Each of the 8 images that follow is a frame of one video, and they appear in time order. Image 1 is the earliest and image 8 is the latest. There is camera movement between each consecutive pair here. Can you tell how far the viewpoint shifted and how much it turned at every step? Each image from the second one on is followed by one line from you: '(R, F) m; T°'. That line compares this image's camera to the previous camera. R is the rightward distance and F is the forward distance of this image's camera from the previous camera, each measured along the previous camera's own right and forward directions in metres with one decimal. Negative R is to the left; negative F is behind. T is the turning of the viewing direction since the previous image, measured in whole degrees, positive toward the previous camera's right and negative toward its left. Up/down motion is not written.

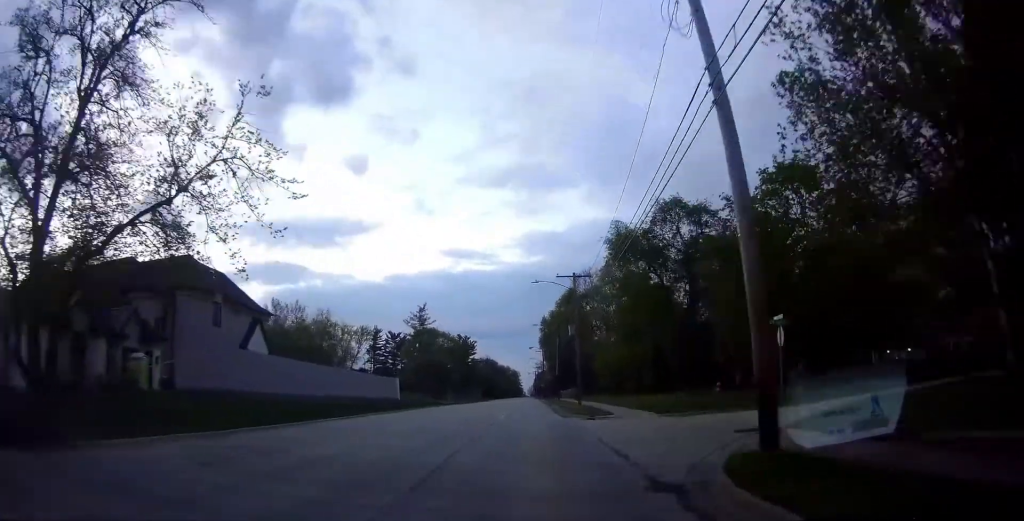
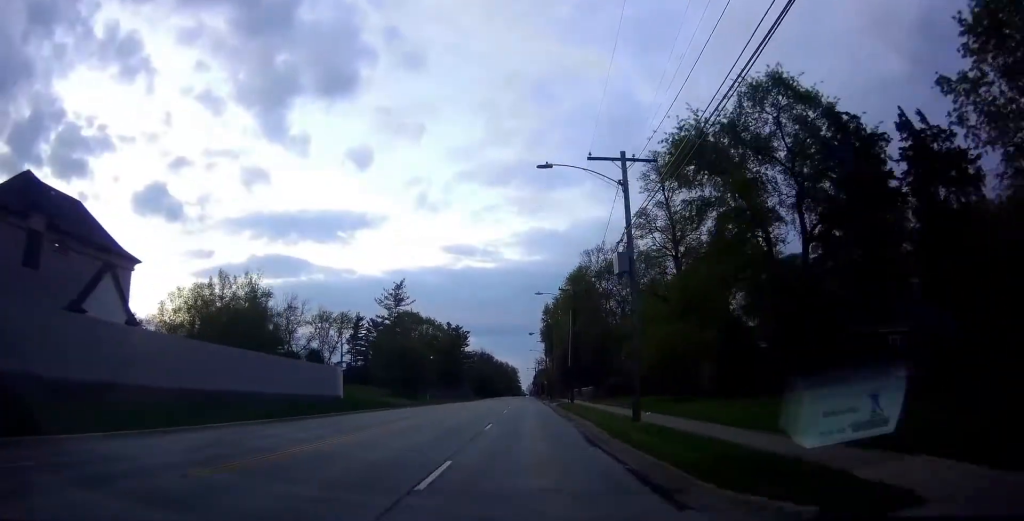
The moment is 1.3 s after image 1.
(0.0, +21.6) m; 0°
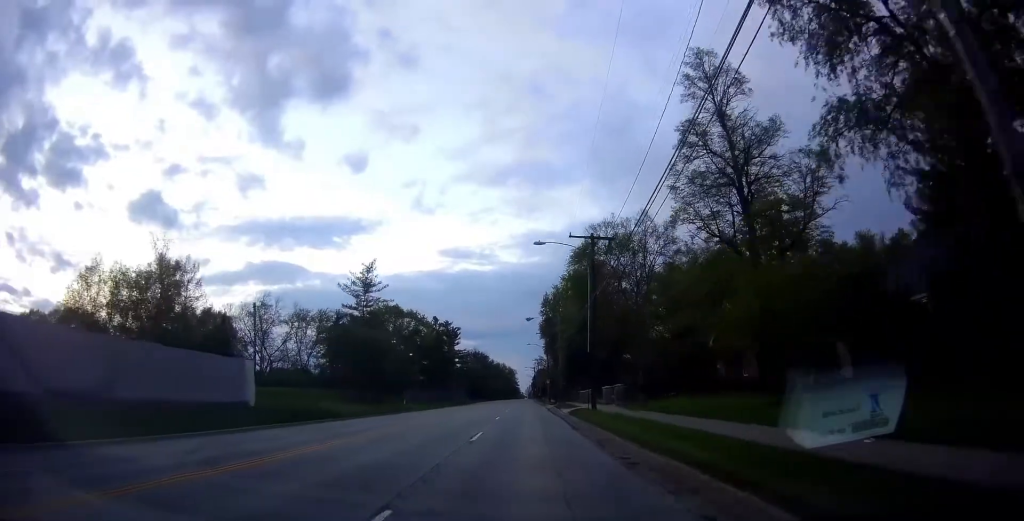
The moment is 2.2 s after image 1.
(0.0, +16.5) m; 0°
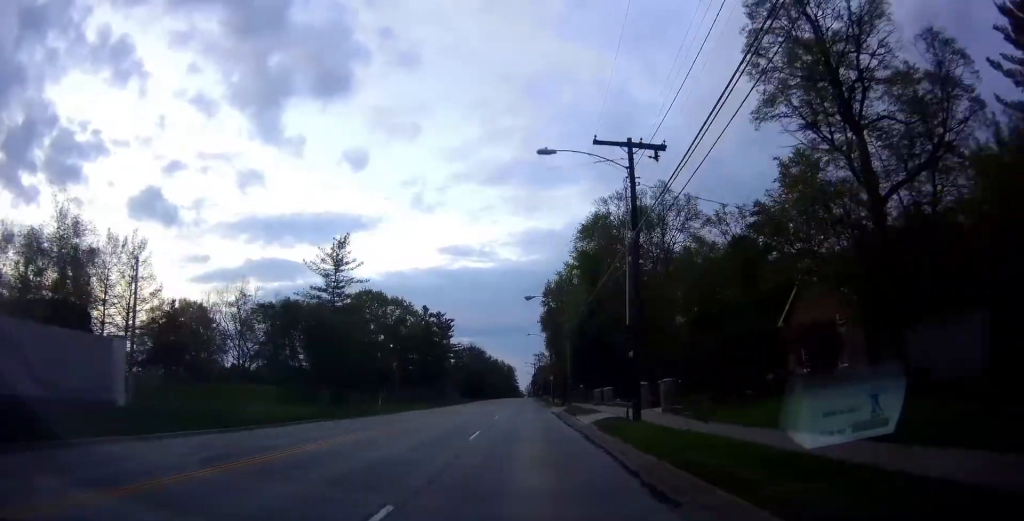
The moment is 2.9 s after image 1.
(0.0, +12.0) m; 0°
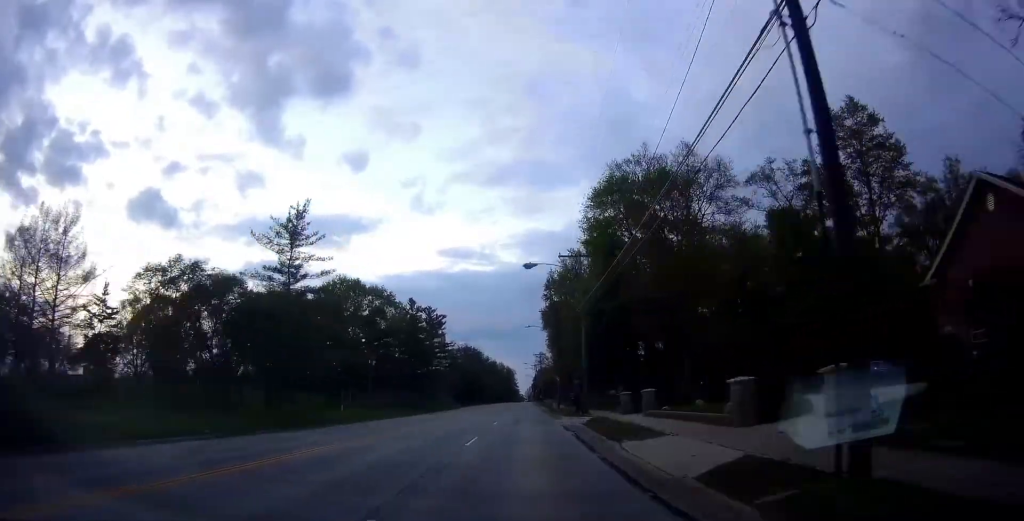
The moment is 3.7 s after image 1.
(0.0, +12.7) m; 0°
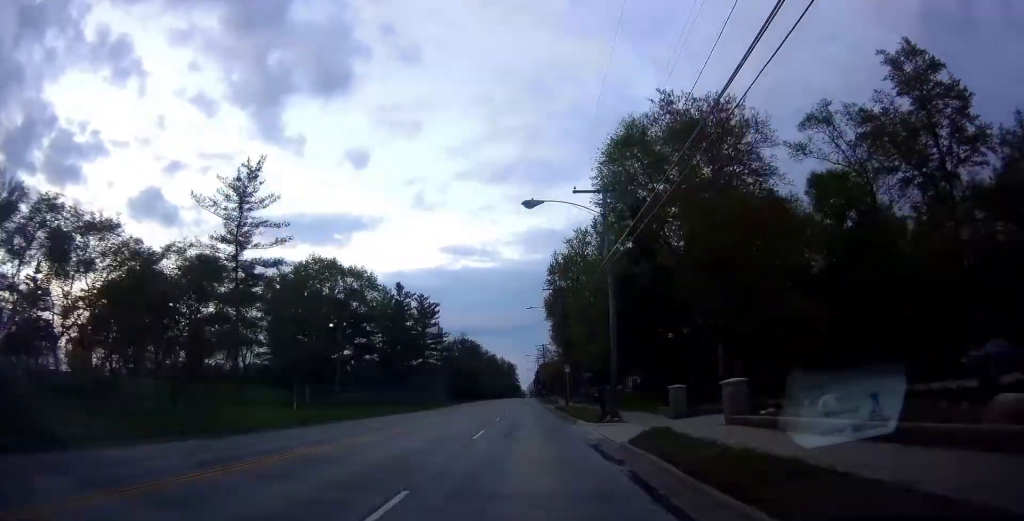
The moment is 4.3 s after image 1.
(0.0, +10.9) m; 0°
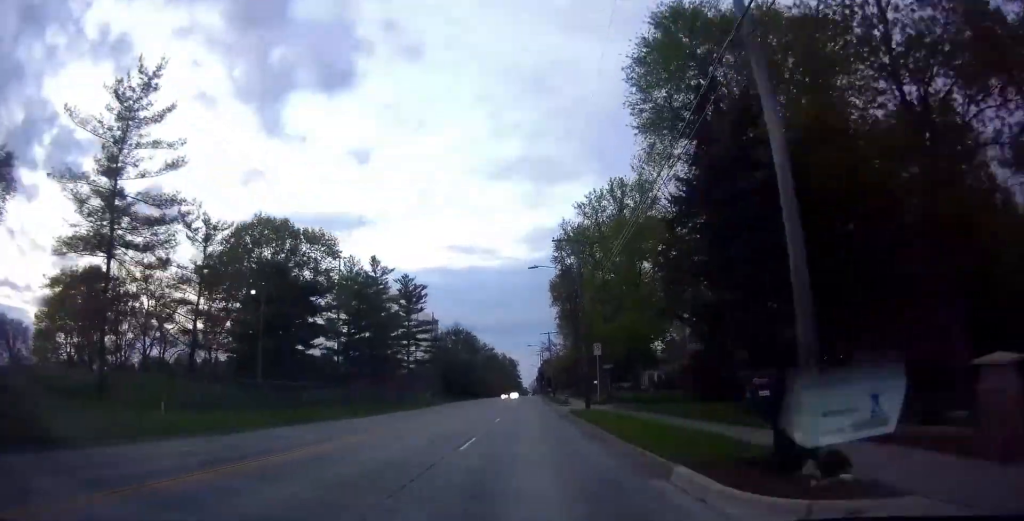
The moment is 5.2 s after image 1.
(0.0, +16.1) m; 0°
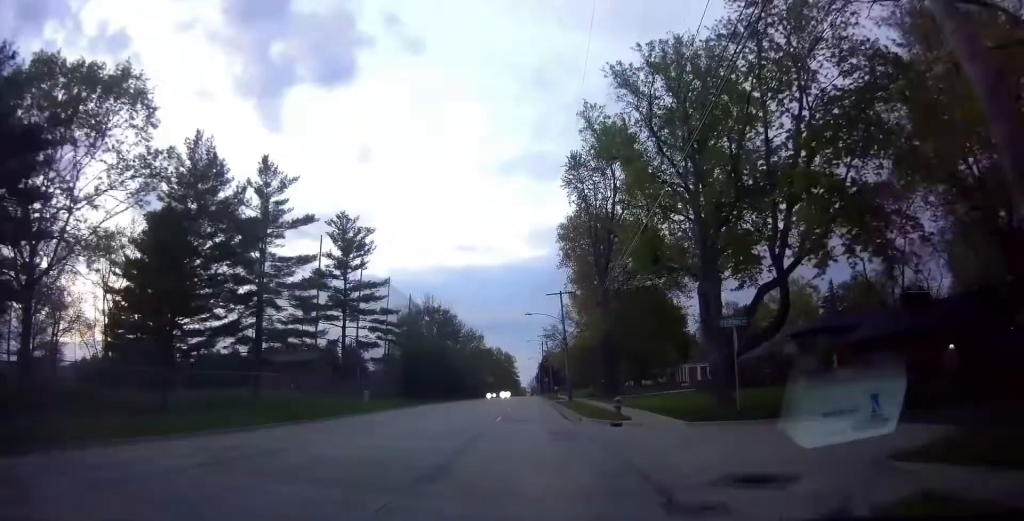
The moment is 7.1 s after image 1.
(-0.2, +31.8) m; -3°
